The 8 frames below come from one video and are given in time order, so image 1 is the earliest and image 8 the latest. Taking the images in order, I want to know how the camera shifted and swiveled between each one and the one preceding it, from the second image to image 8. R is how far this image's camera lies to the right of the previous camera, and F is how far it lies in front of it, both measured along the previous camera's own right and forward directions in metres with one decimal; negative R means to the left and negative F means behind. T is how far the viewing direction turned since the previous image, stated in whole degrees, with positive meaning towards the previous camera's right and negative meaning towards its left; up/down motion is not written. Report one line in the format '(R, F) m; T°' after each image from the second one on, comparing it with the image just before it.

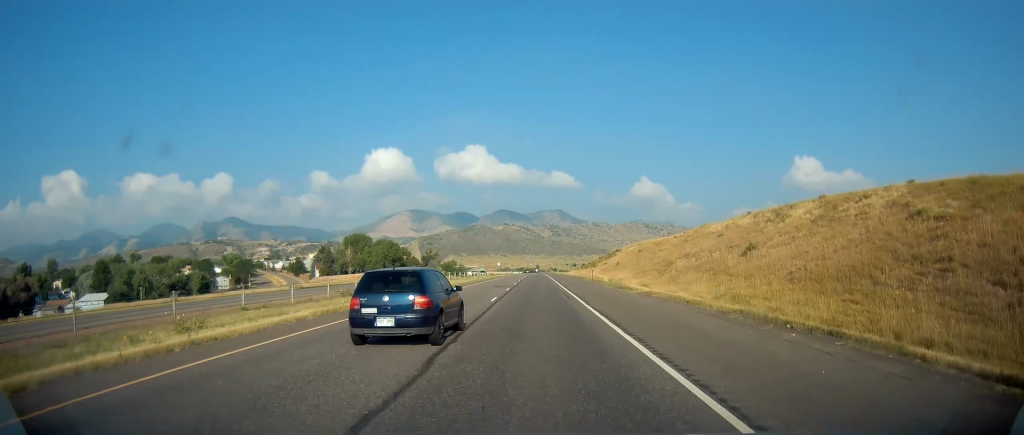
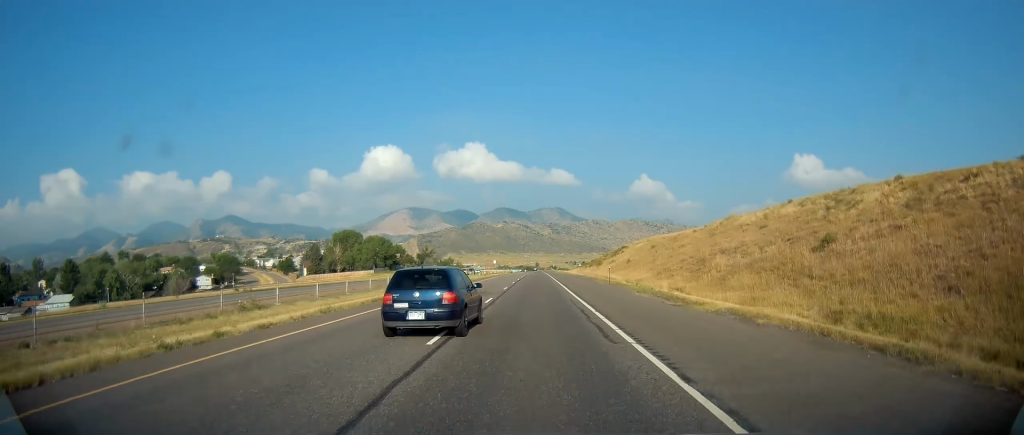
(-0.1, +14.1) m; 0°
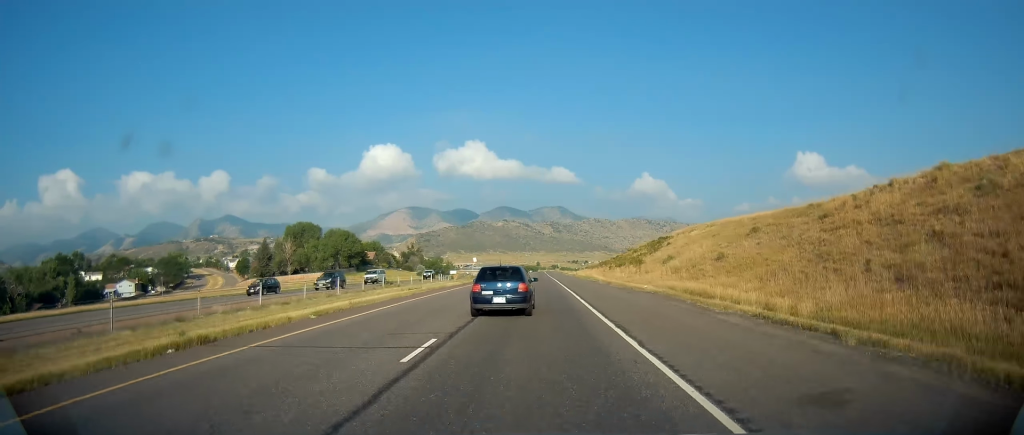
(-0.2, +50.4) m; 0°
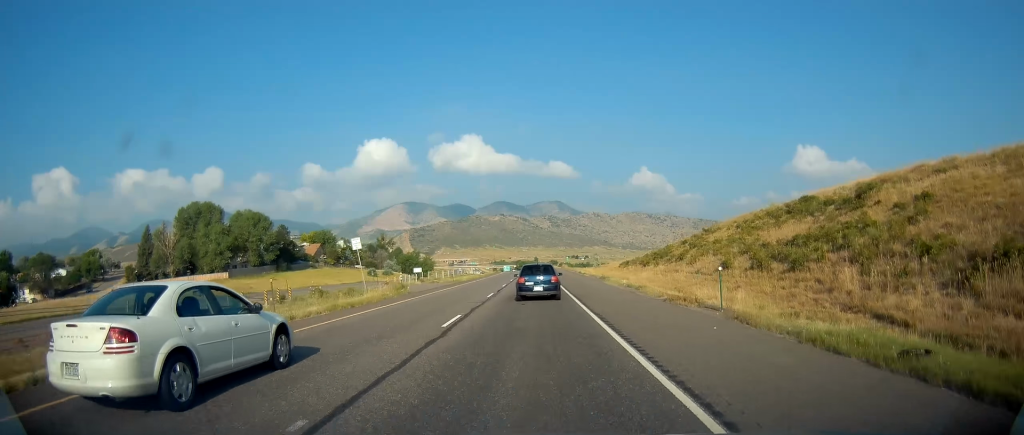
(+0.1, +67.2) m; 0°
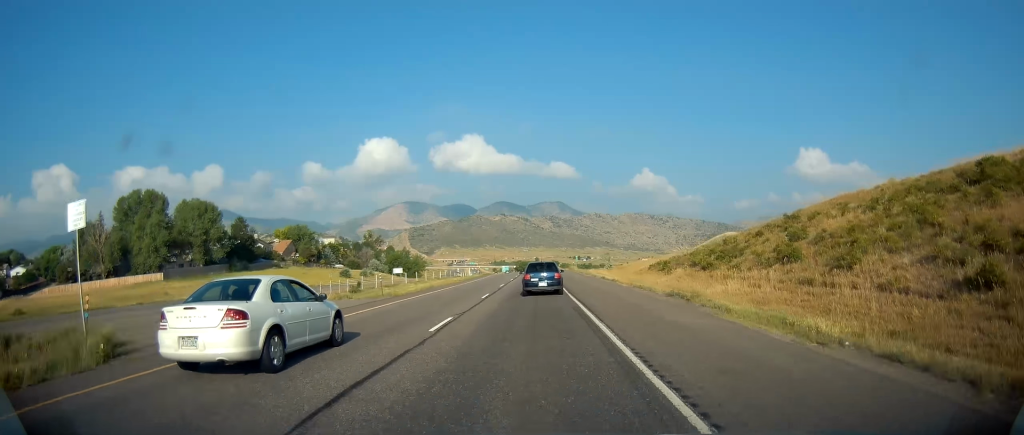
(0.0, +25.8) m; 0°
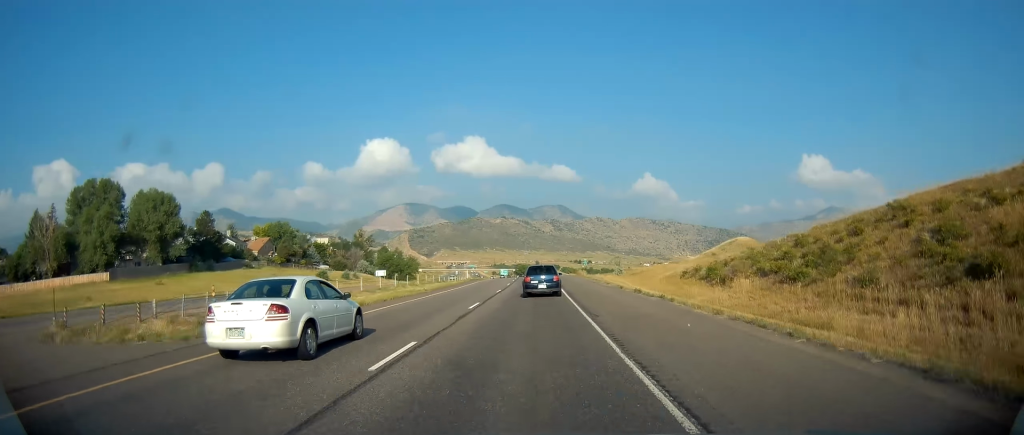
(0.0, +16.7) m; 0°
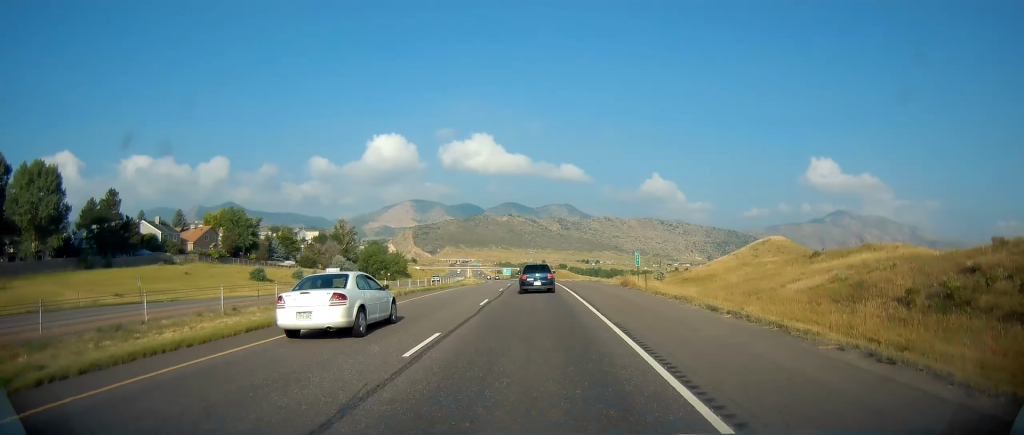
(0.0, +35.5) m; 0°
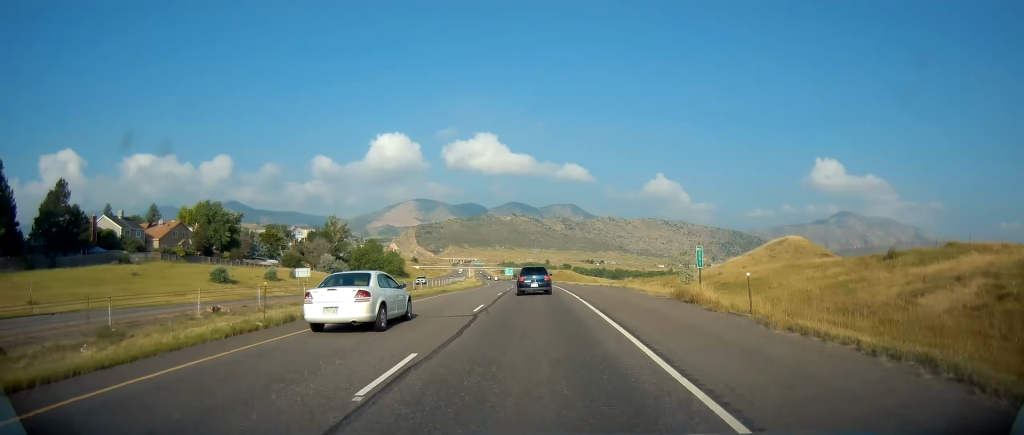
(-0.1, +14.6) m; 0°
